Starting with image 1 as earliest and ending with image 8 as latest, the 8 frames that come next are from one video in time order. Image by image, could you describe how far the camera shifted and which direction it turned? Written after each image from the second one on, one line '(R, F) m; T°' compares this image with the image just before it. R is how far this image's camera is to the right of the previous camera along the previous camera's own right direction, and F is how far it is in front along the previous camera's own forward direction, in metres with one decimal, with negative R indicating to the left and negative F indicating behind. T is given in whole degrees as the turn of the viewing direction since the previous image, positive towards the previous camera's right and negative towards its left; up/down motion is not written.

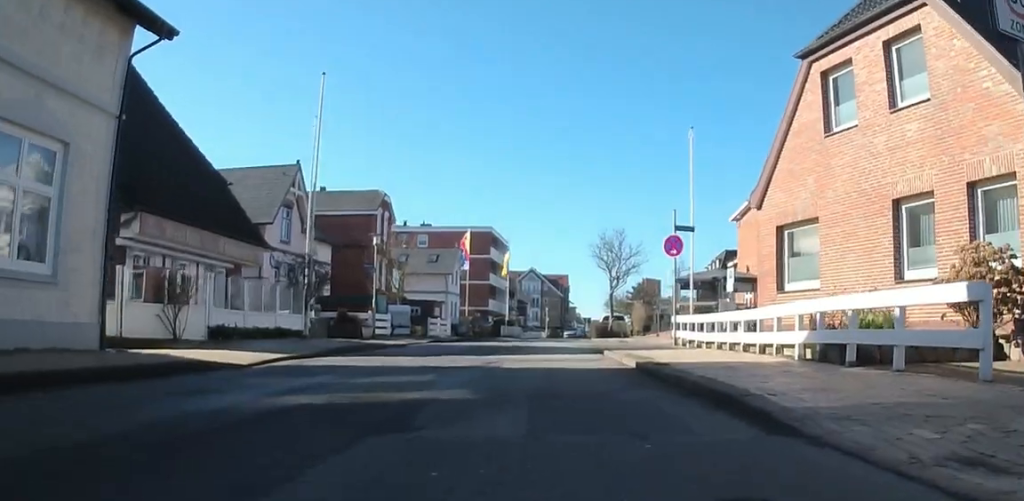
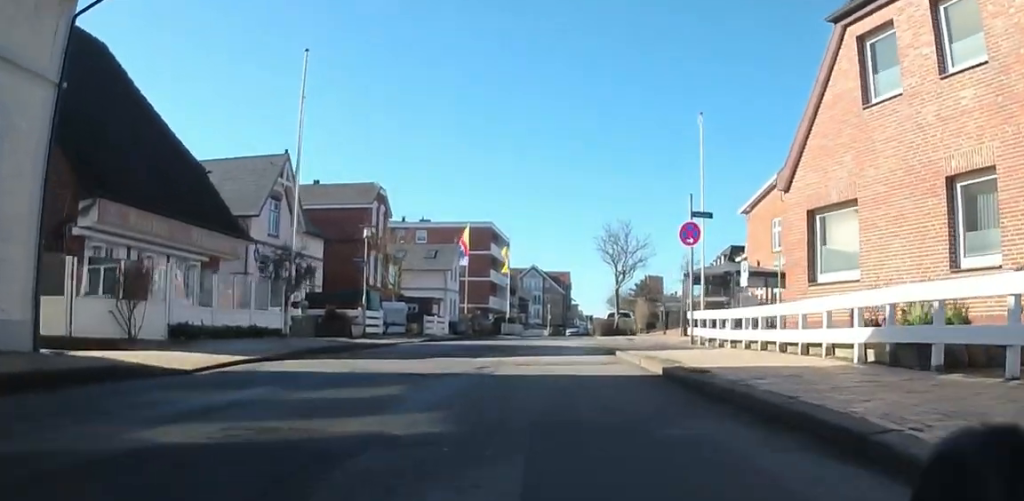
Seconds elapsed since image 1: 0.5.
(0.0, +2.1) m; 0°
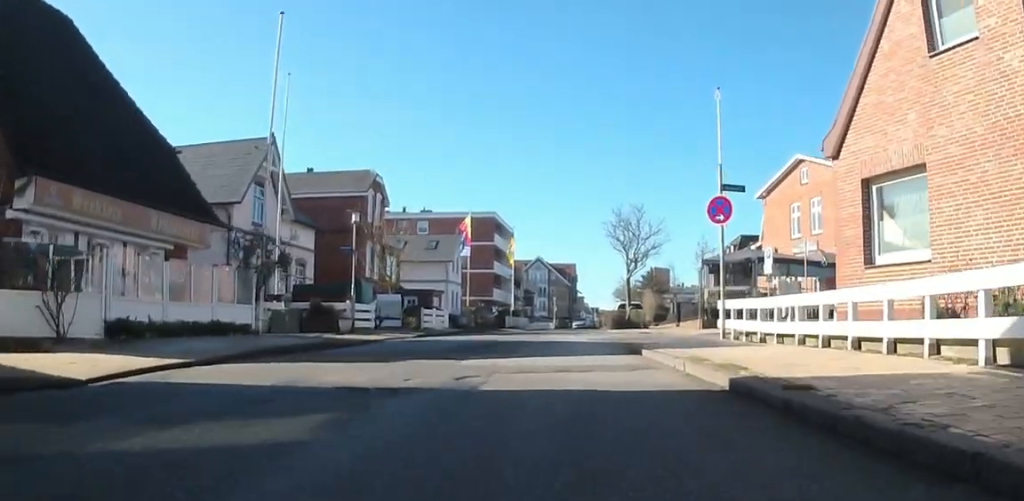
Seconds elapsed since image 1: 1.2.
(0.0, +2.6) m; 0°
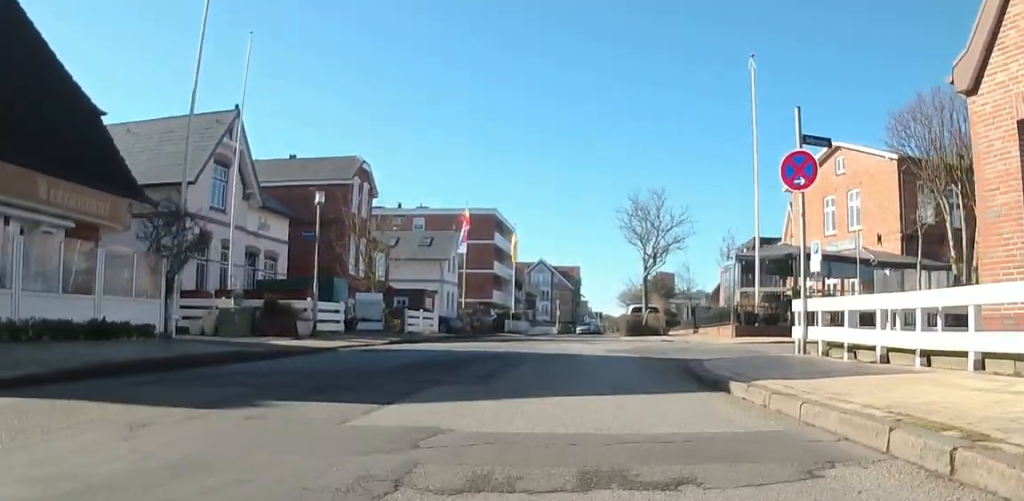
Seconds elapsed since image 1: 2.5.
(0.0, +4.7) m; 0°
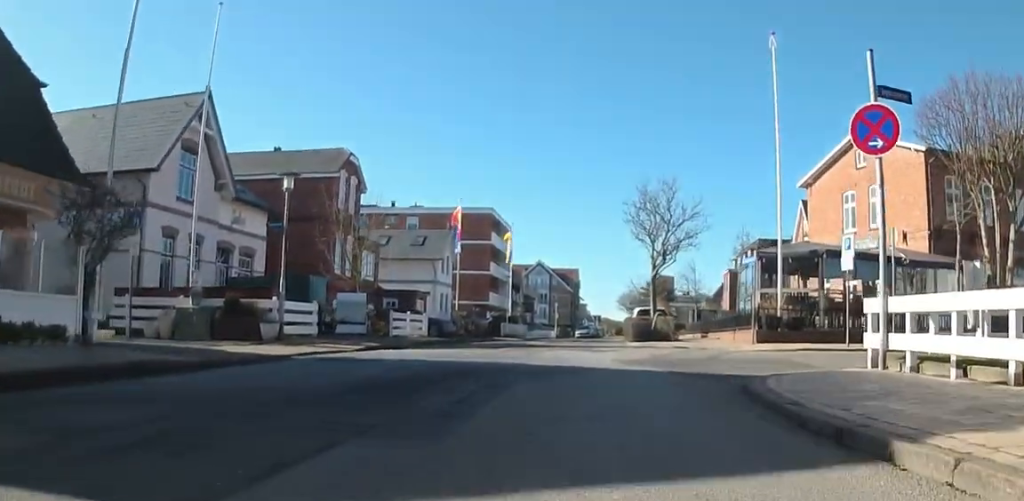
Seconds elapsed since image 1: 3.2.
(0.0, +2.8) m; 0°
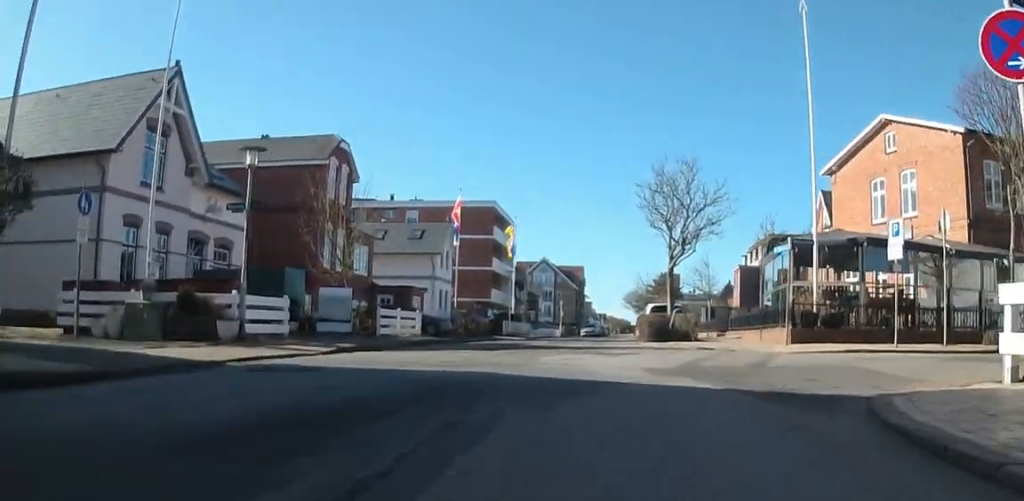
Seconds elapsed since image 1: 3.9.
(0.0, +2.9) m; 0°
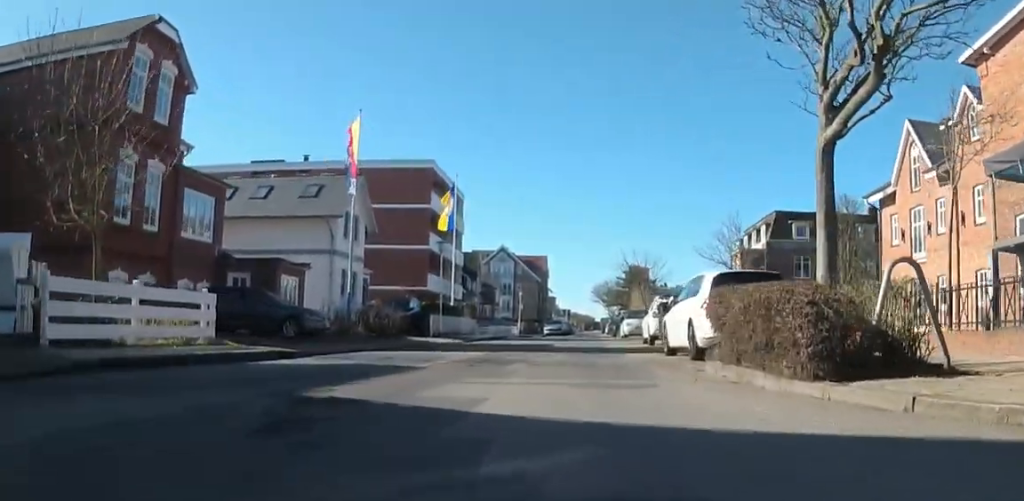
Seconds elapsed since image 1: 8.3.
(0.0, +16.7) m; 0°
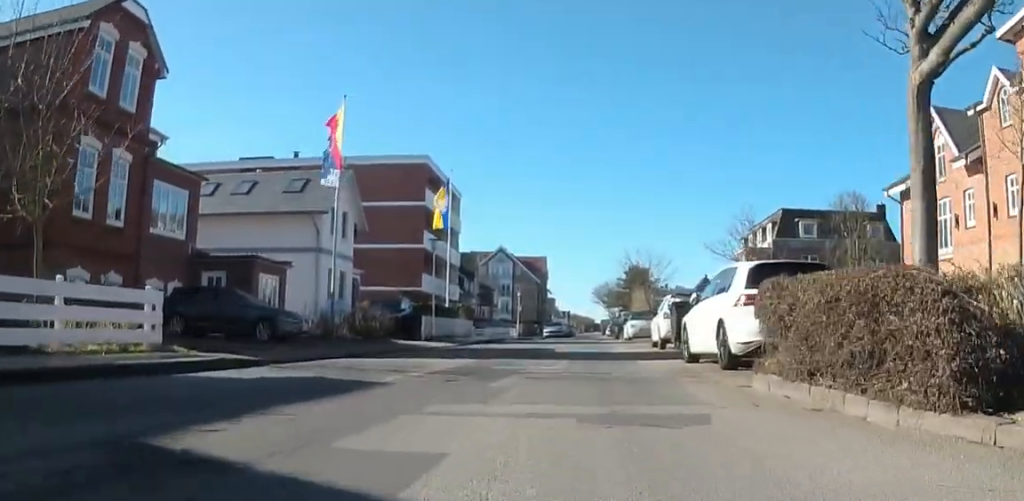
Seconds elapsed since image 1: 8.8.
(0.0, +2.2) m; 0°
